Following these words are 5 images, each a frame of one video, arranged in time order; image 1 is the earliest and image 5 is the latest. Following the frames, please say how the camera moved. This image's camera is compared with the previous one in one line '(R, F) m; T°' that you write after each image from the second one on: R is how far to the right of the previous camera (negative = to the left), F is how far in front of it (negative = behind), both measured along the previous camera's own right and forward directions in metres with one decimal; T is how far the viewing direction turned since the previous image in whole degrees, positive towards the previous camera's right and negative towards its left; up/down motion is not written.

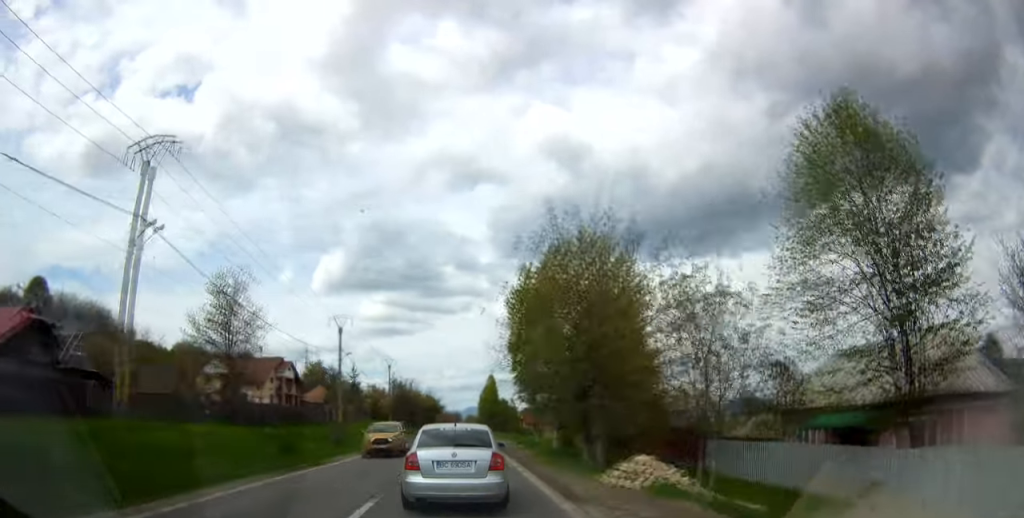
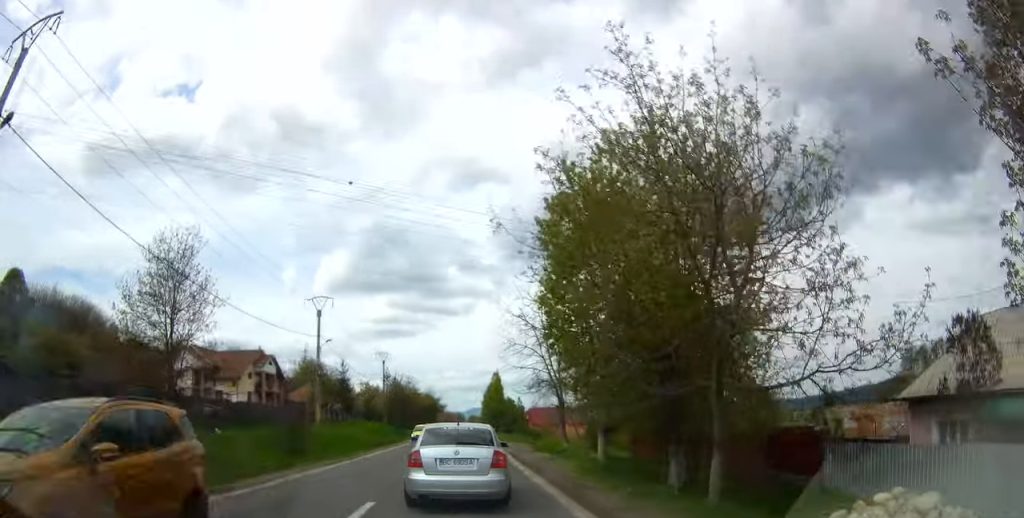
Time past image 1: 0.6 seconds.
(+0.1, +9.6) m; 0°
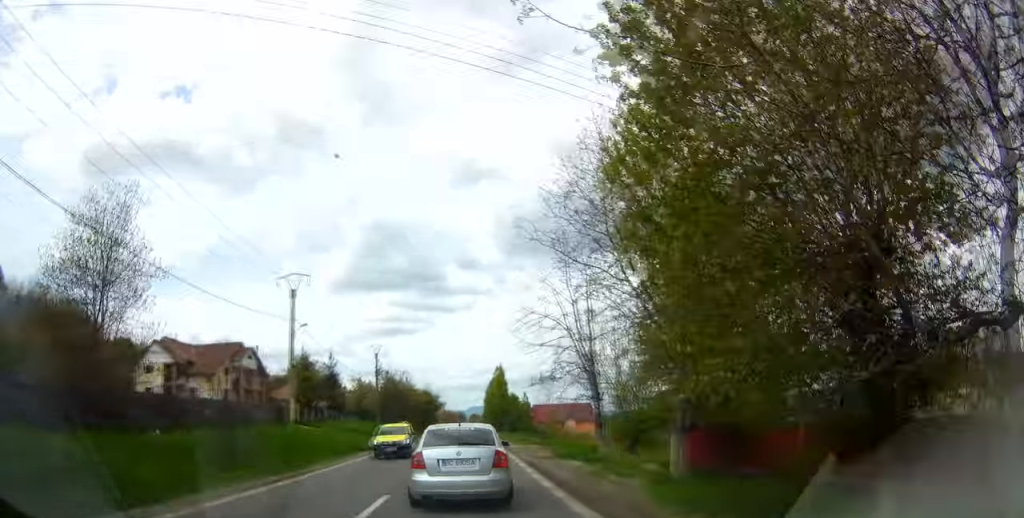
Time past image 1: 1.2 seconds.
(+0.1, +7.8) m; 0°
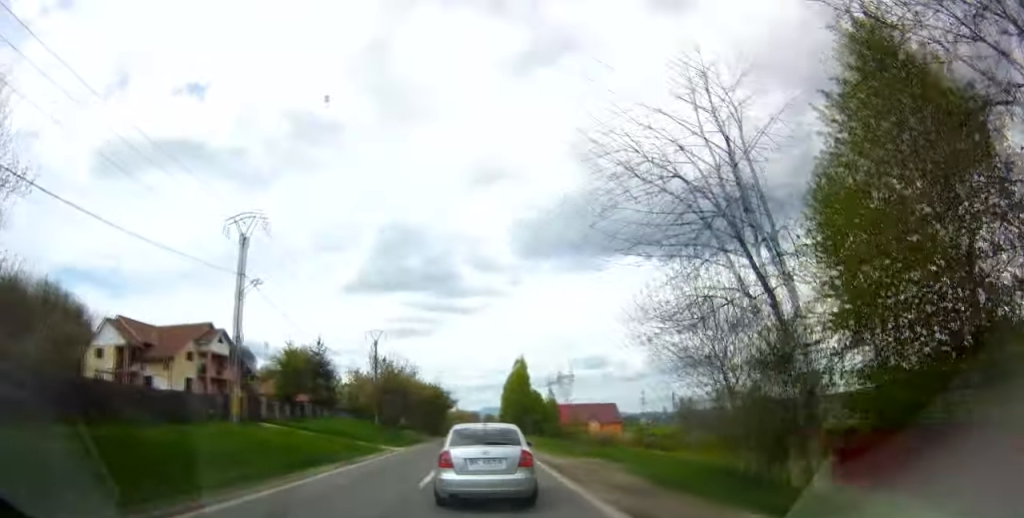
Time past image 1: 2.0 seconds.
(-0.1, +12.5) m; -3°
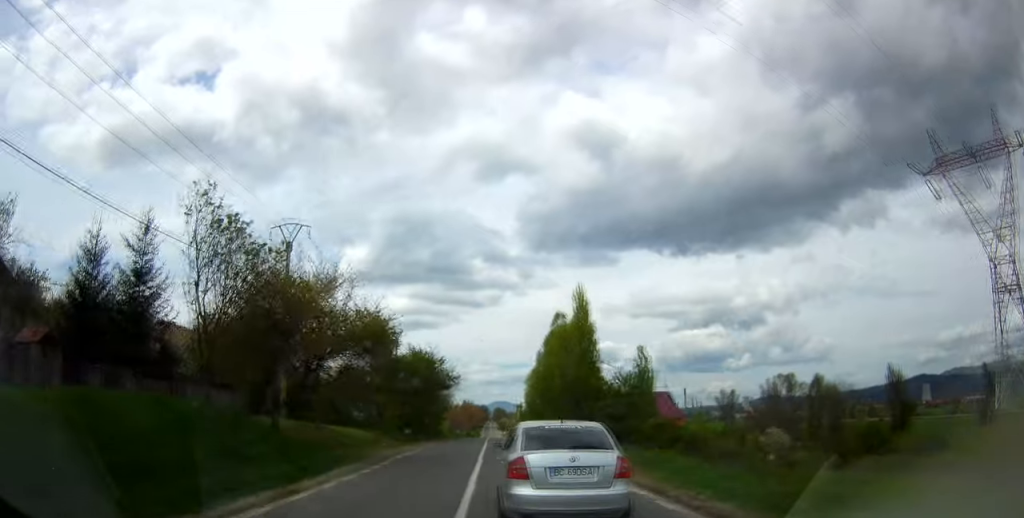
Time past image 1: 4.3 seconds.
(-0.3, +34.4) m; +1°
